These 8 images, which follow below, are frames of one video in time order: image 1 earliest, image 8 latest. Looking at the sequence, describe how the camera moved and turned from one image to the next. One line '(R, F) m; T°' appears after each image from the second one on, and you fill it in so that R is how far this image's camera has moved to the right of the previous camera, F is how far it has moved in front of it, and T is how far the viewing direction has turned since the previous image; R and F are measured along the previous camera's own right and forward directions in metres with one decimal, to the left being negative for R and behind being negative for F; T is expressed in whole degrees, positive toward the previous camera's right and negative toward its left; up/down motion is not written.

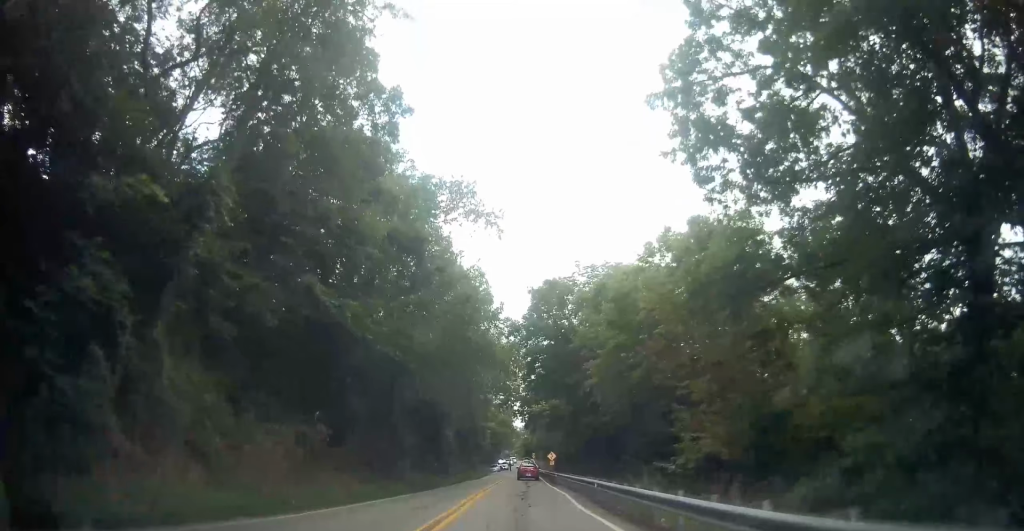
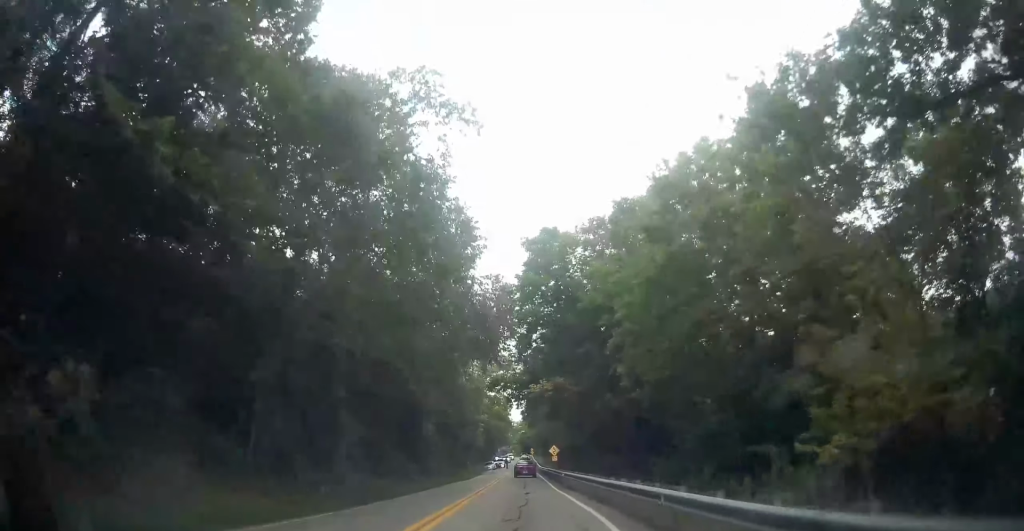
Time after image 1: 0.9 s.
(0.0, +9.9) m; +1°
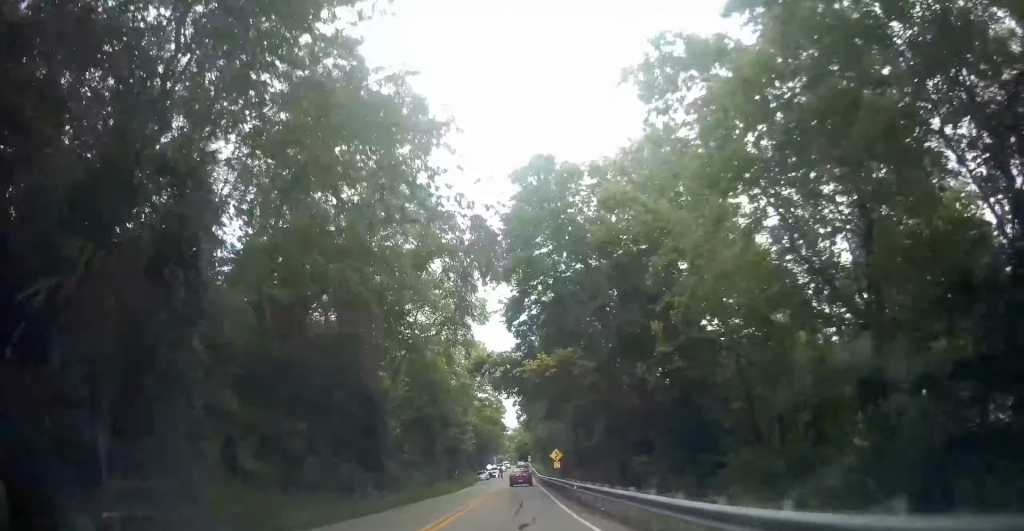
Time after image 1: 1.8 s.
(+0.1, +9.8) m; +1°
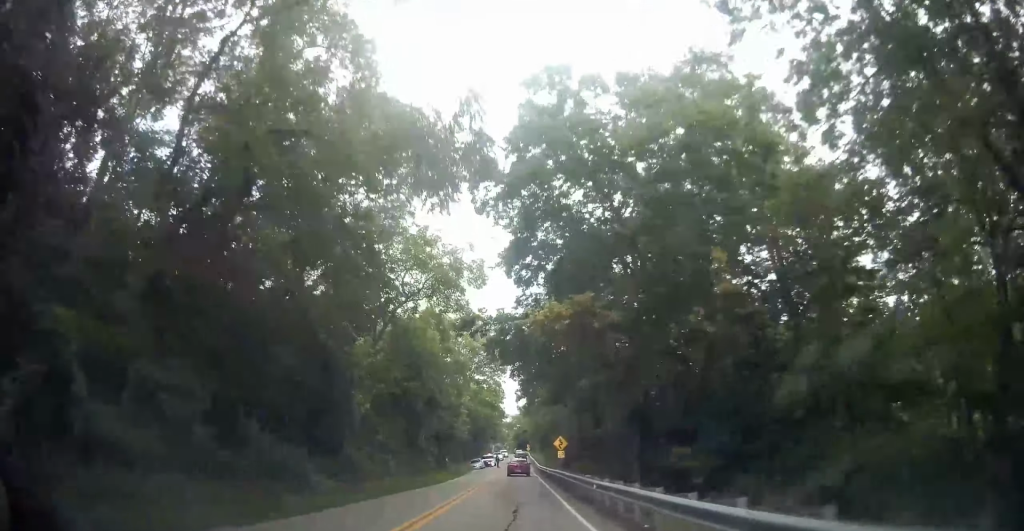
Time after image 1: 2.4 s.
(+0.2, +6.6) m; 0°
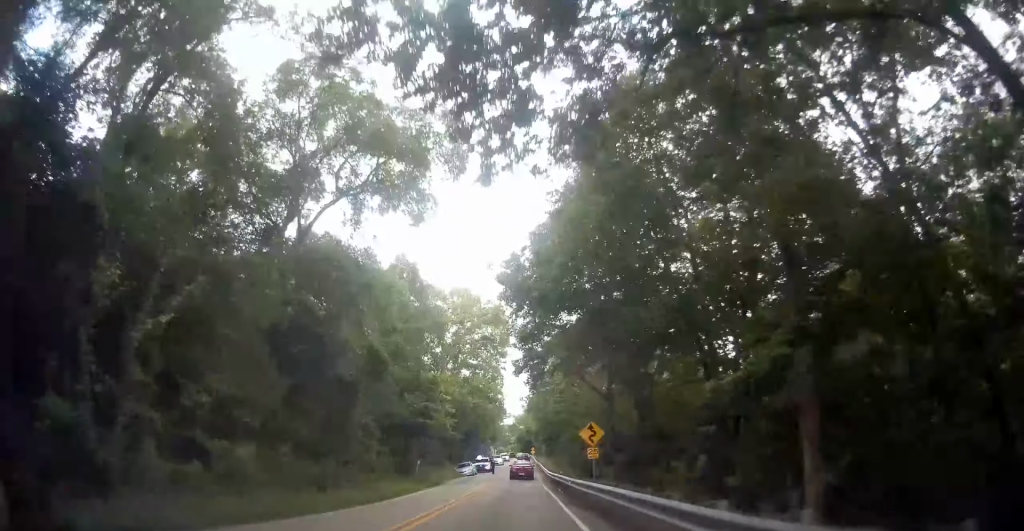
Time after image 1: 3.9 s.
(-0.4, +16.9) m; -2°
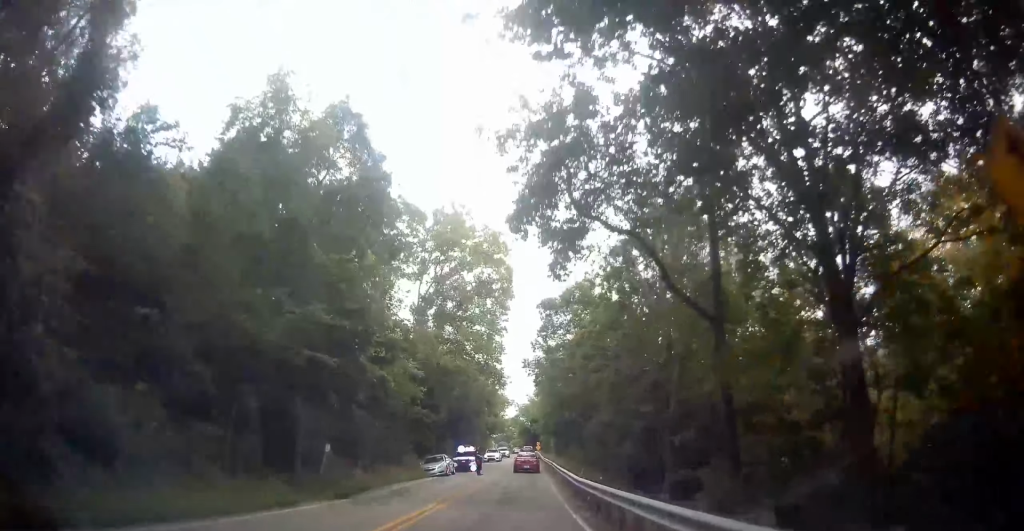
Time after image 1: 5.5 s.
(-0.4, +19.9) m; +1°
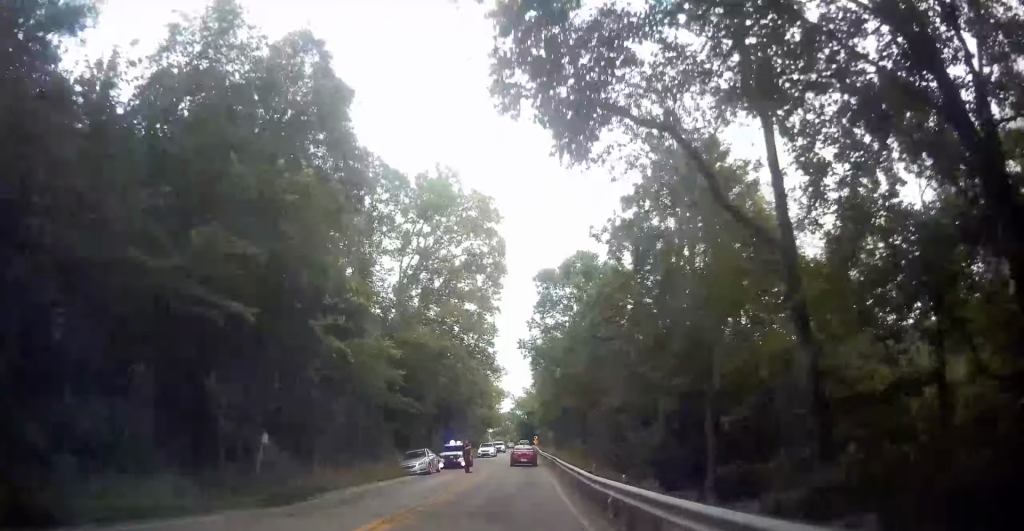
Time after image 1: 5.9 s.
(+0.3, +5.5) m; +1°
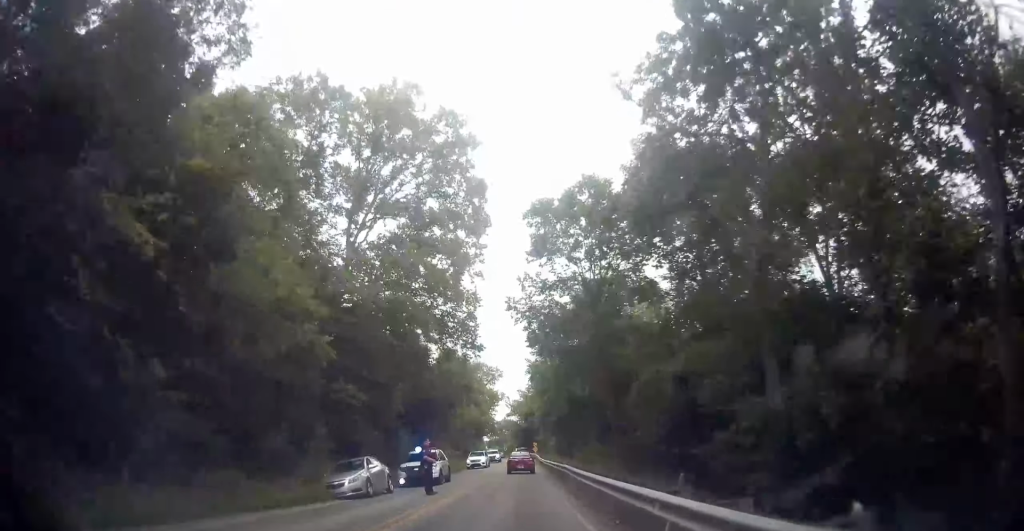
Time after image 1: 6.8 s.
(+0.2, +11.6) m; 0°
